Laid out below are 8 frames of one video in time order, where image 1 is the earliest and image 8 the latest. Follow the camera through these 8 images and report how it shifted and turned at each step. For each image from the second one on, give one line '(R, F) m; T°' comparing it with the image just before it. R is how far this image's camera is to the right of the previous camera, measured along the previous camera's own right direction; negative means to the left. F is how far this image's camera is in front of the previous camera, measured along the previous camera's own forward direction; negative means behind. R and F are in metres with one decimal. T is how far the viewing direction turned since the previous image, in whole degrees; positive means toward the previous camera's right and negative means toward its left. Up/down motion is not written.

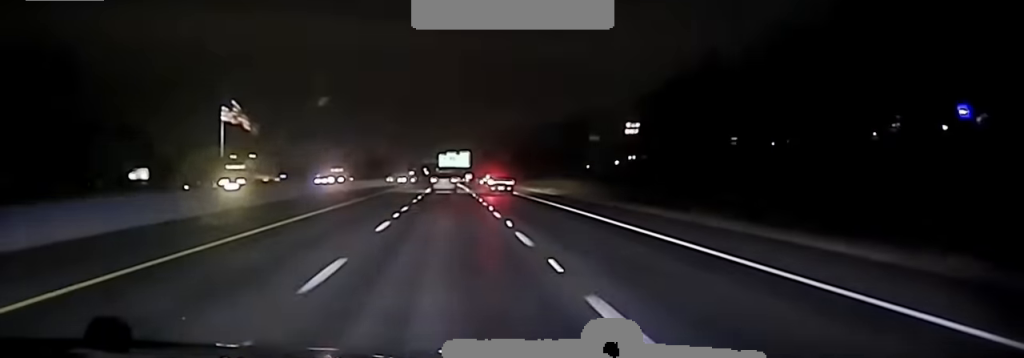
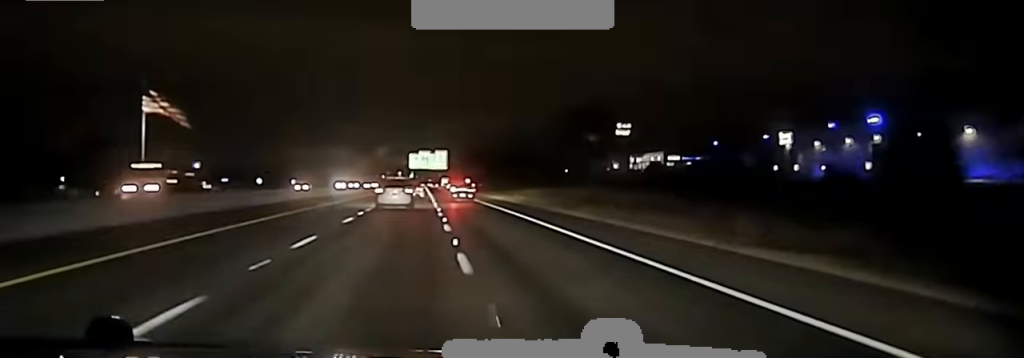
(0.0, +63.8) m; +1°
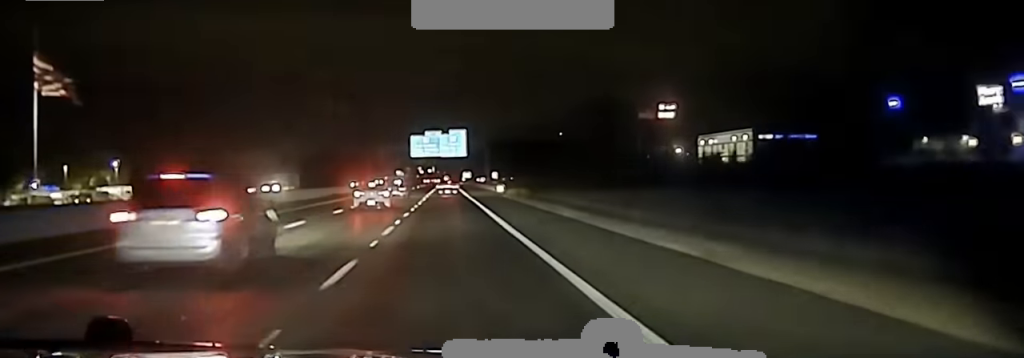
(+1.4, +86.7) m; +1°
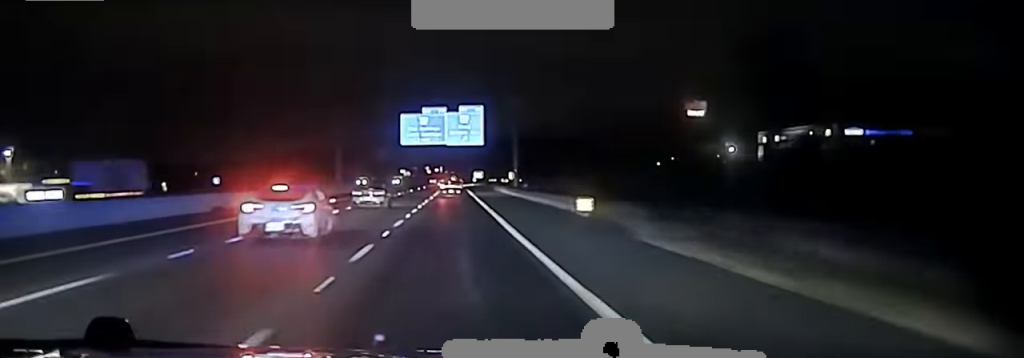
(-0.3, +58.6) m; -1°
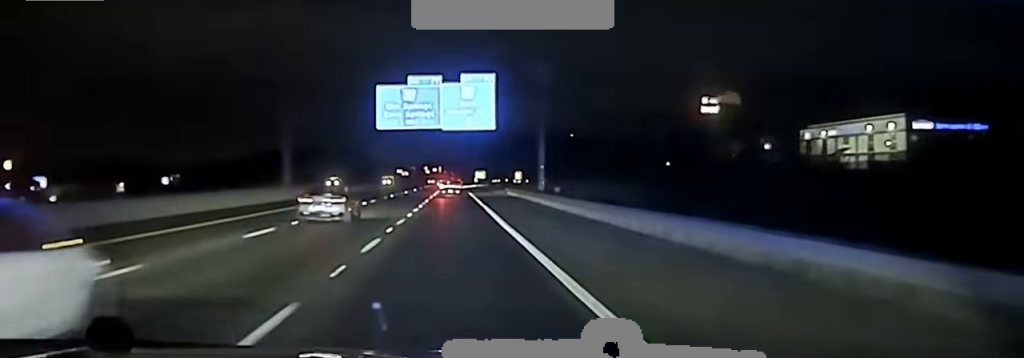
(-0.1, +33.3) m; 0°
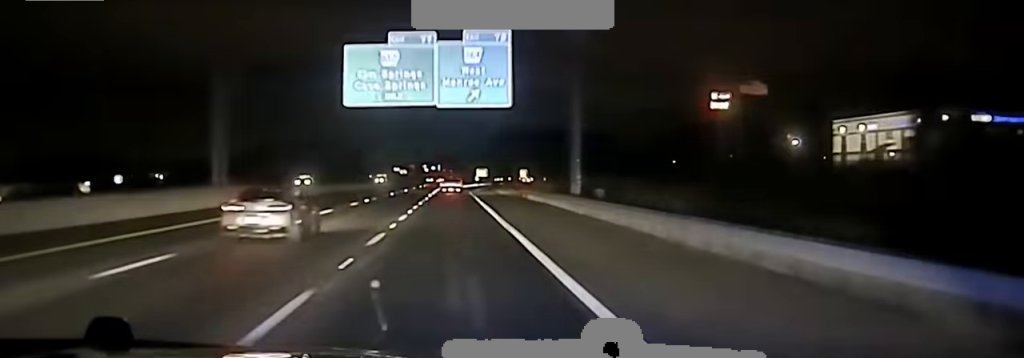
(0.0, +27.0) m; 0°
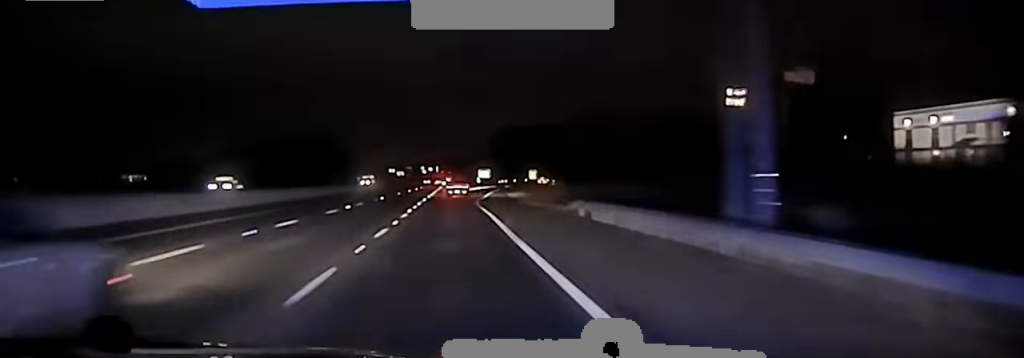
(-0.1, +34.5) m; 0°
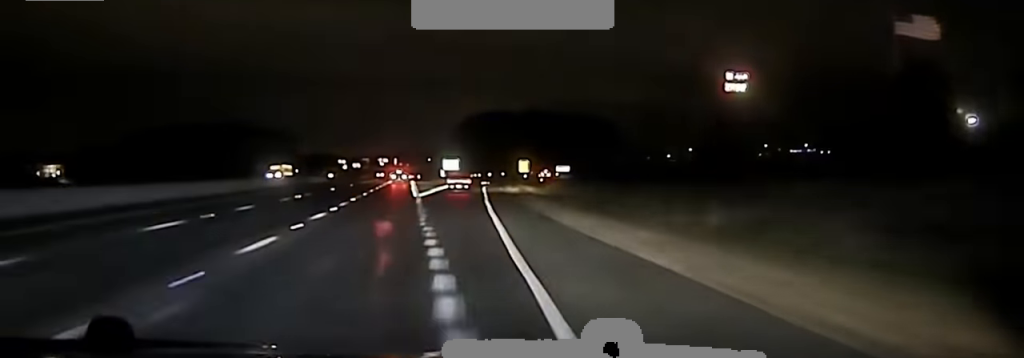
(+0.1, +71.4) m; +1°
